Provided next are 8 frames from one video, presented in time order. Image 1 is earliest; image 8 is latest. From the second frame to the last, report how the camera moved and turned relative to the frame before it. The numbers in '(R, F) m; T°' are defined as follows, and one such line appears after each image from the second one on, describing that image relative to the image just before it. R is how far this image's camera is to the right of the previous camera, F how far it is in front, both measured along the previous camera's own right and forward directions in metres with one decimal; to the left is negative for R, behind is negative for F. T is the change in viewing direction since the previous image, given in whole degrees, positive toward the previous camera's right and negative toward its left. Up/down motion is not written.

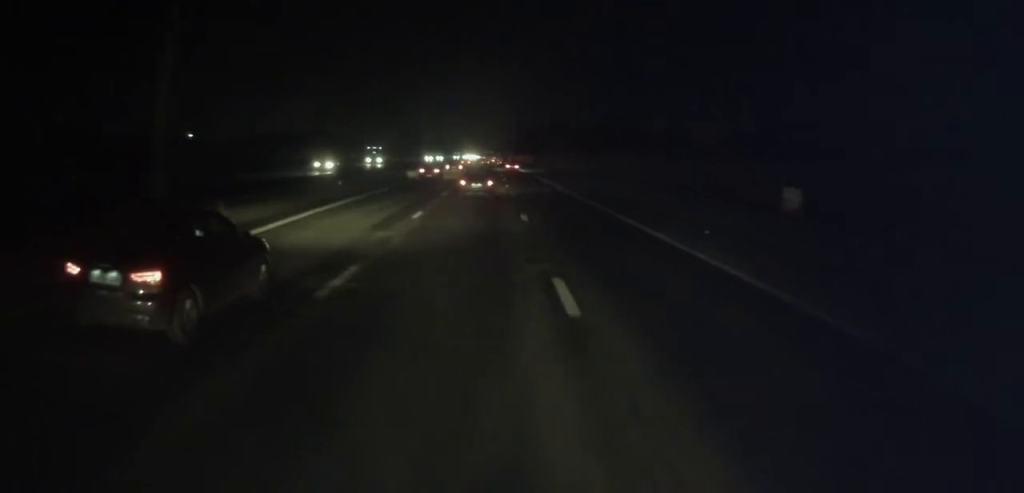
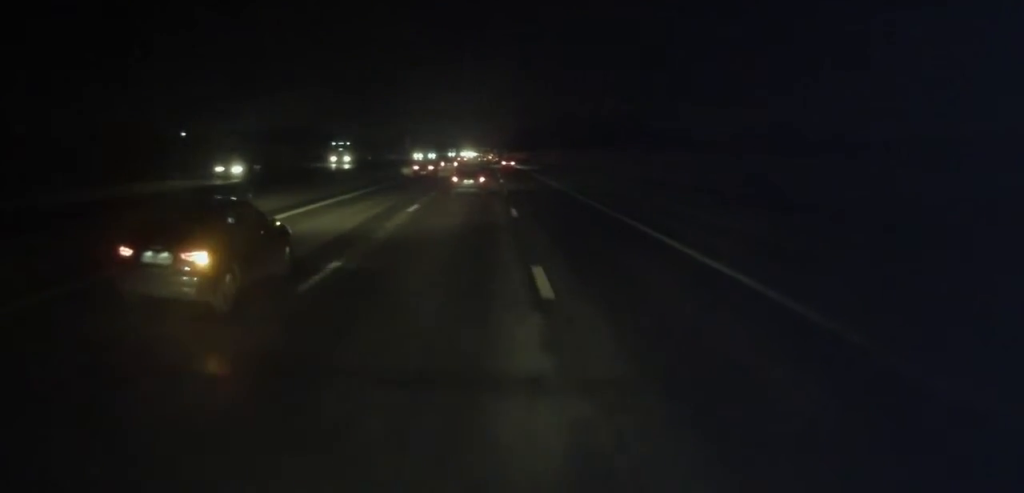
(+0.1, +11.2) m; 0°
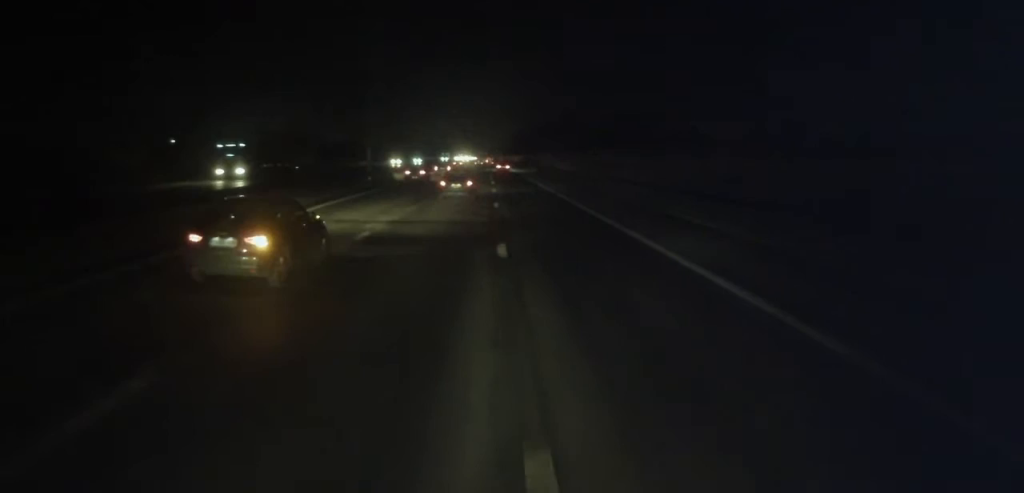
(+0.4, +18.8) m; 0°
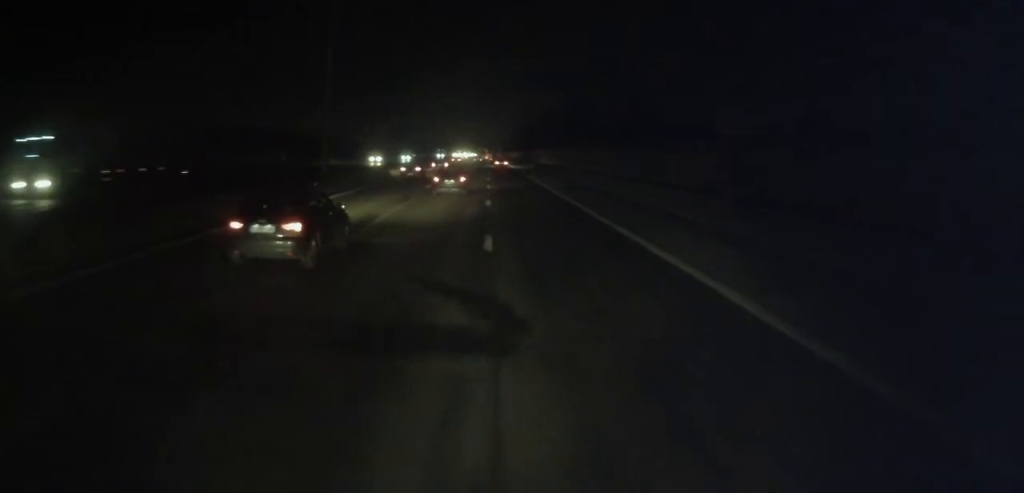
(-0.3, +13.0) m; -1°
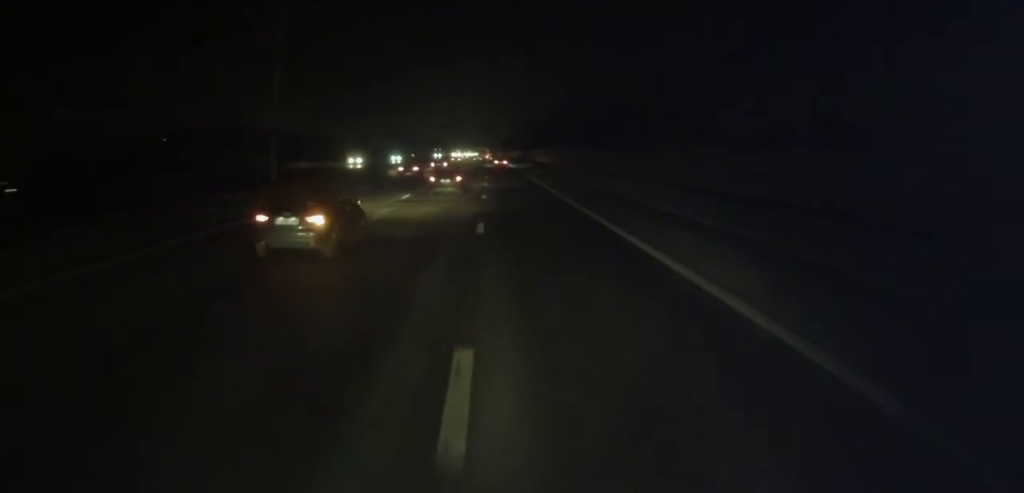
(-0.1, +9.1) m; 0°
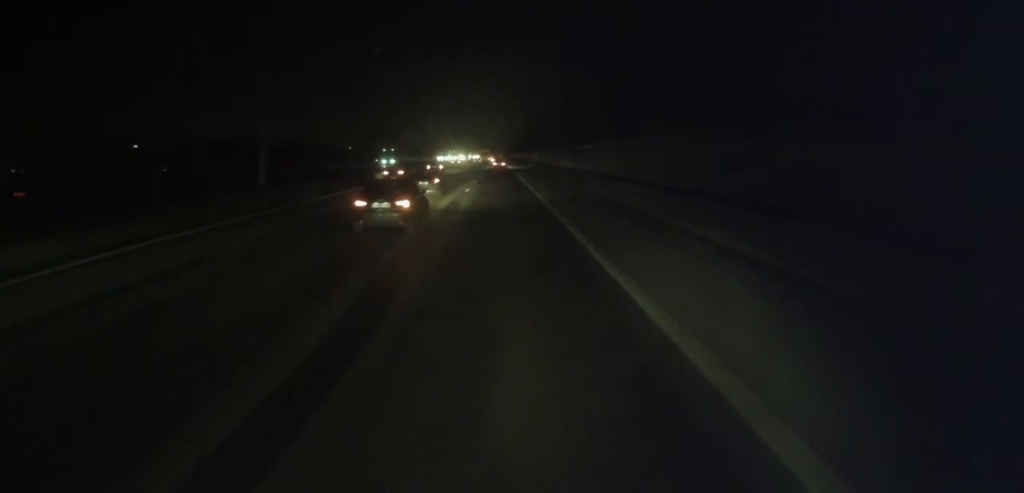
(+0.5, +65.7) m; 0°
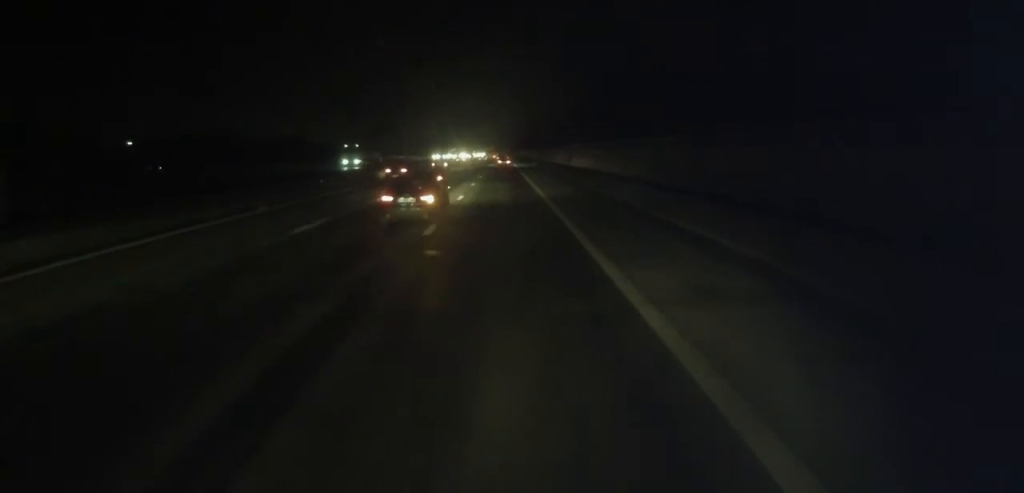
(+0.1, +19.6) m; 0°
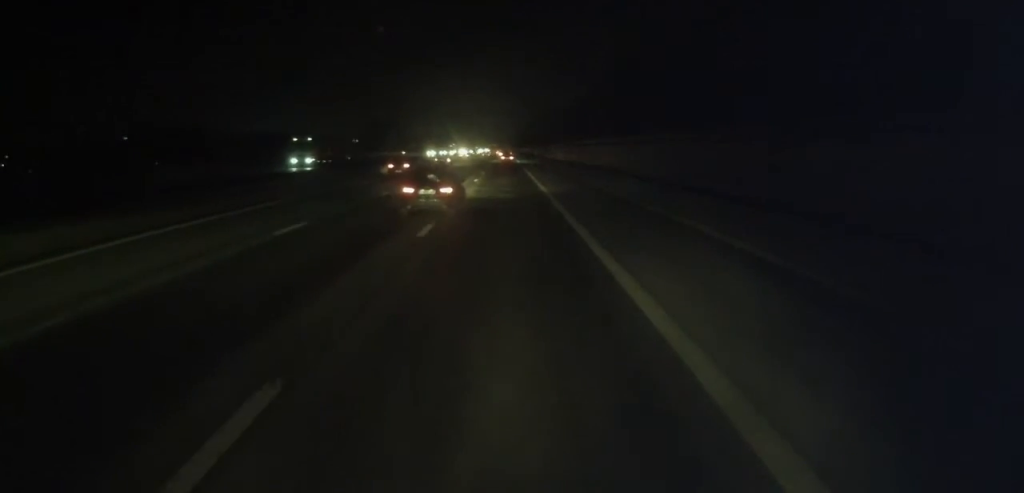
(0.0, +13.3) m; 0°
